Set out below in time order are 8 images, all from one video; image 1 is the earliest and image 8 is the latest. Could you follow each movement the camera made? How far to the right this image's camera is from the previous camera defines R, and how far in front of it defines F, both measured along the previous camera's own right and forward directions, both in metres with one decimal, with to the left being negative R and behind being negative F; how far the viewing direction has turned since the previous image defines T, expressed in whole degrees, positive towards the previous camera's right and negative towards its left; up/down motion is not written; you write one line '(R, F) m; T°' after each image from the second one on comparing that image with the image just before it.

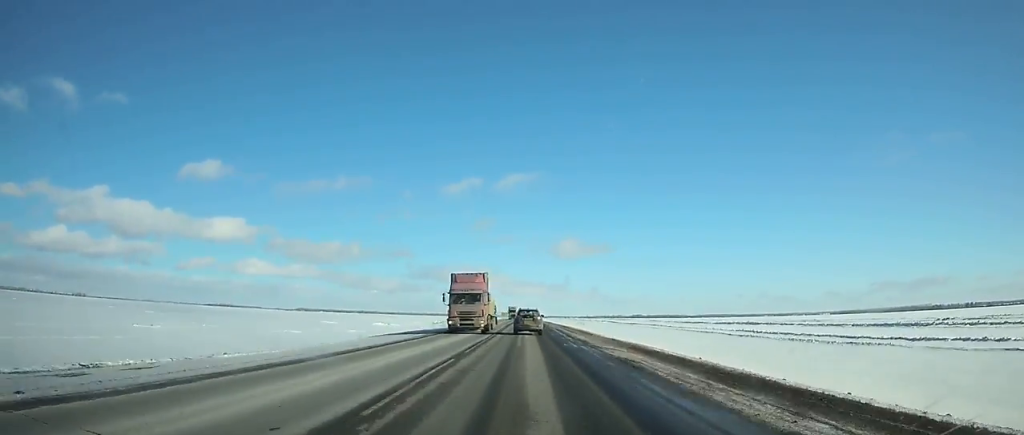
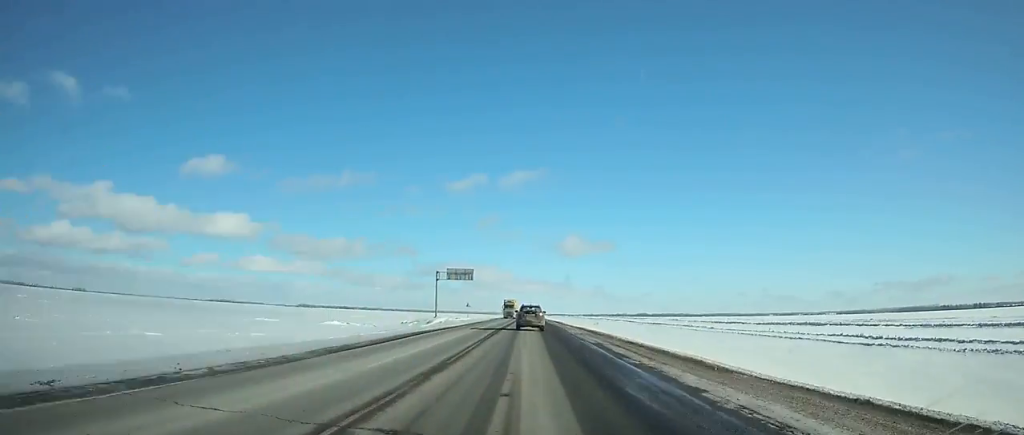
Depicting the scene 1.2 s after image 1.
(0.0, +29.1) m; 0°
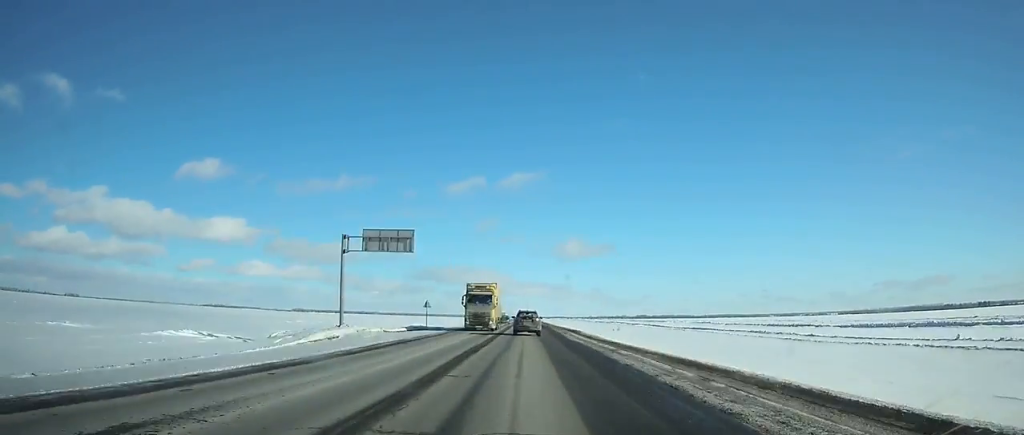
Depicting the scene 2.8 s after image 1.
(+0.1, +39.3) m; 0°
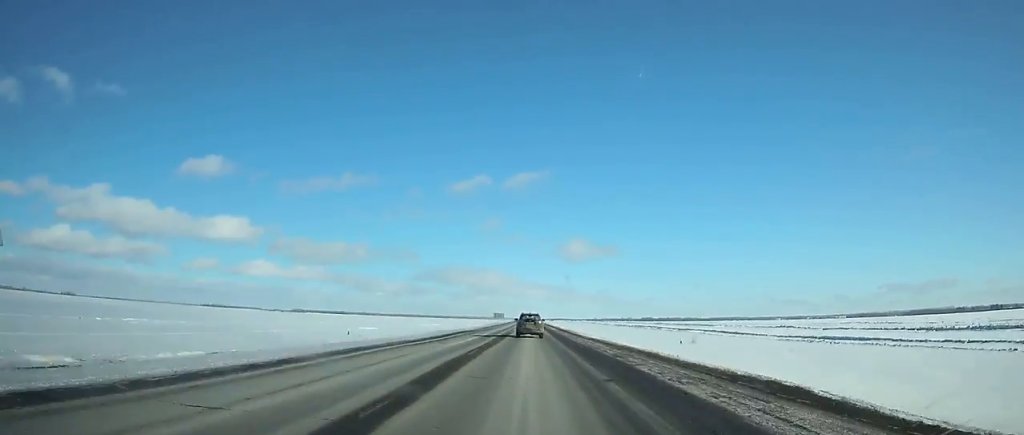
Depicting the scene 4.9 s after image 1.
(0.0, +52.2) m; 0°
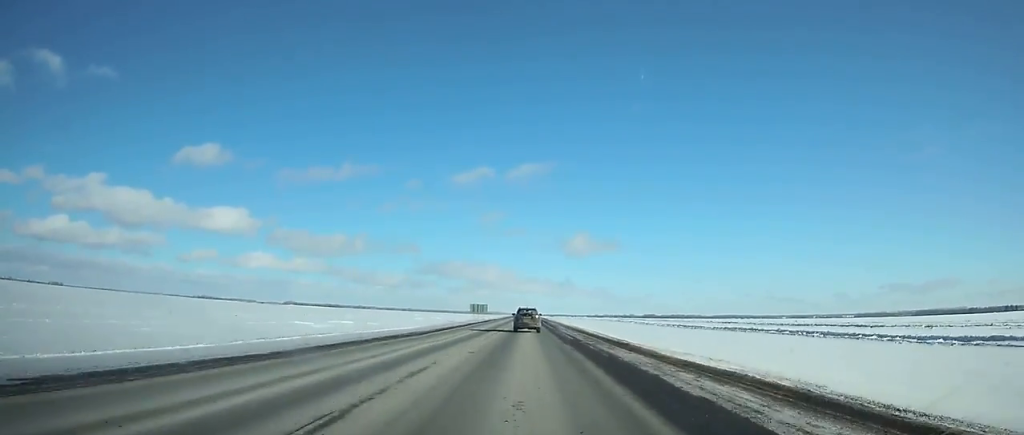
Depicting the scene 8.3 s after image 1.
(-0.2, +86.0) m; 0°
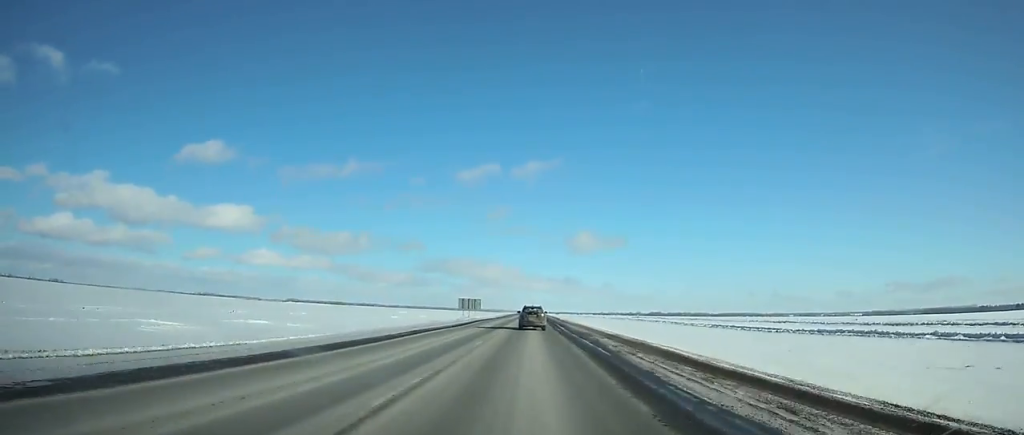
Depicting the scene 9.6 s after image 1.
(-0.1, +33.2) m; 0°
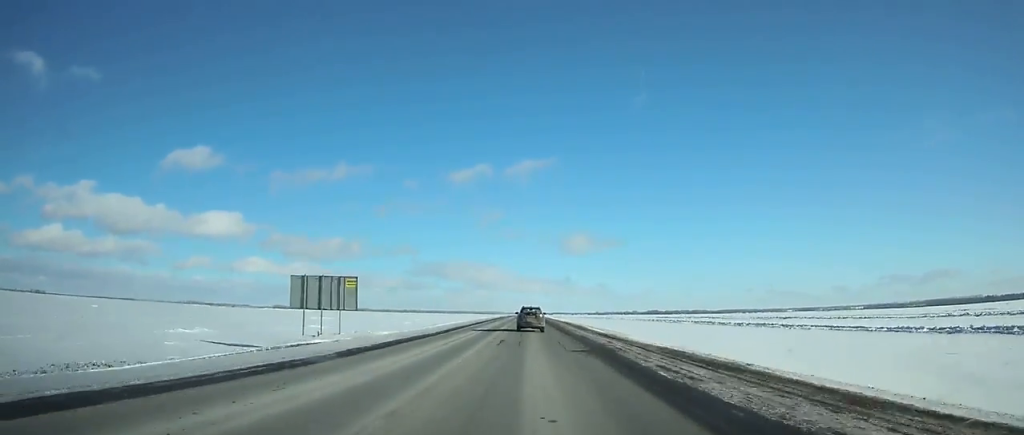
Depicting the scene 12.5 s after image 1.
(+0.1, +74.8) m; 0°
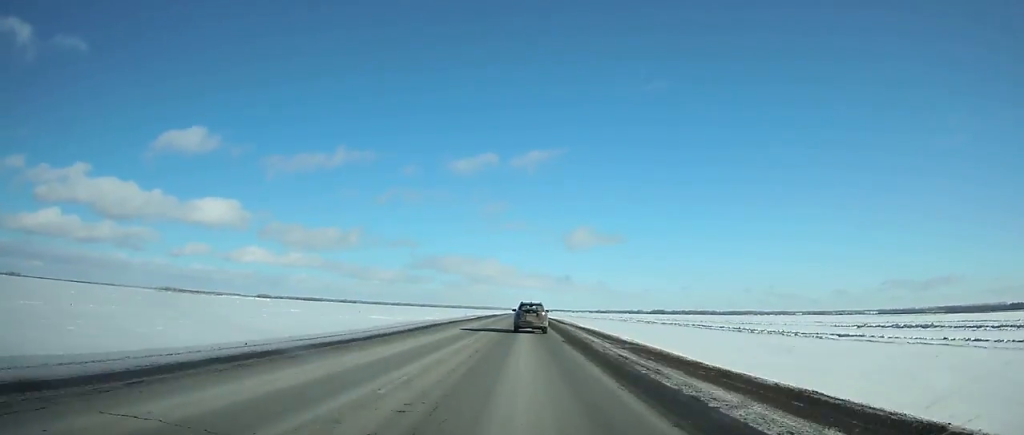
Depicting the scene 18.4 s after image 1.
(0.0, +153.0) m; 0°
